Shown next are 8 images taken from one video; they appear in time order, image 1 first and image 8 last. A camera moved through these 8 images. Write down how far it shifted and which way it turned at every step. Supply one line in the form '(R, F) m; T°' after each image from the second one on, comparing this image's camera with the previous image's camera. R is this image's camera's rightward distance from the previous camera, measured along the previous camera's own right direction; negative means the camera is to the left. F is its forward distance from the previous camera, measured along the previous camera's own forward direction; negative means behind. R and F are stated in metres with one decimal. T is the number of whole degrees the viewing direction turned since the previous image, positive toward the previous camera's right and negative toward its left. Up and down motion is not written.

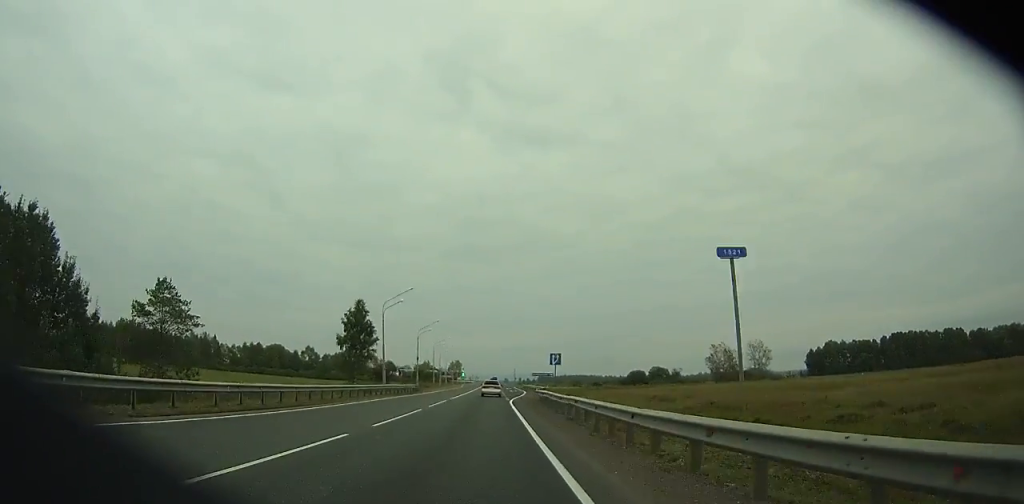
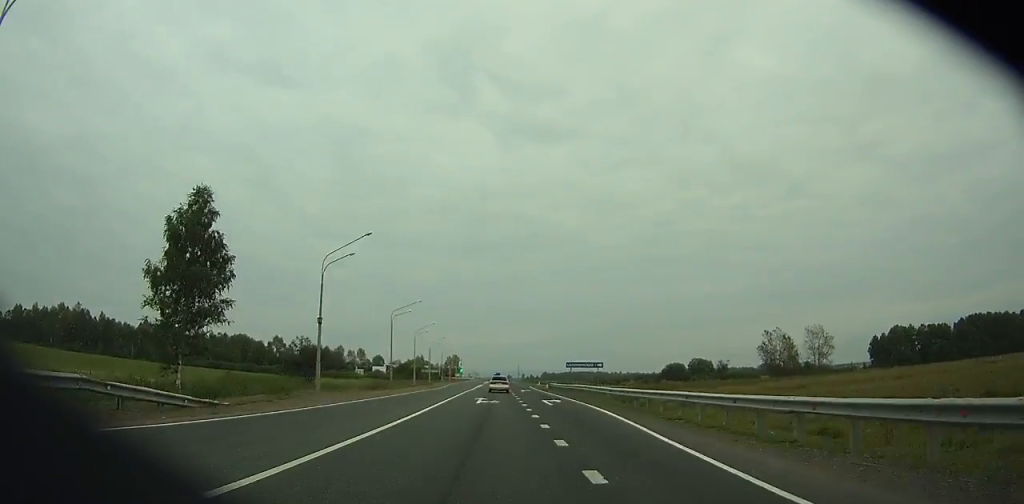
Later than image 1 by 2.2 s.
(-0.1, +53.6) m; 0°
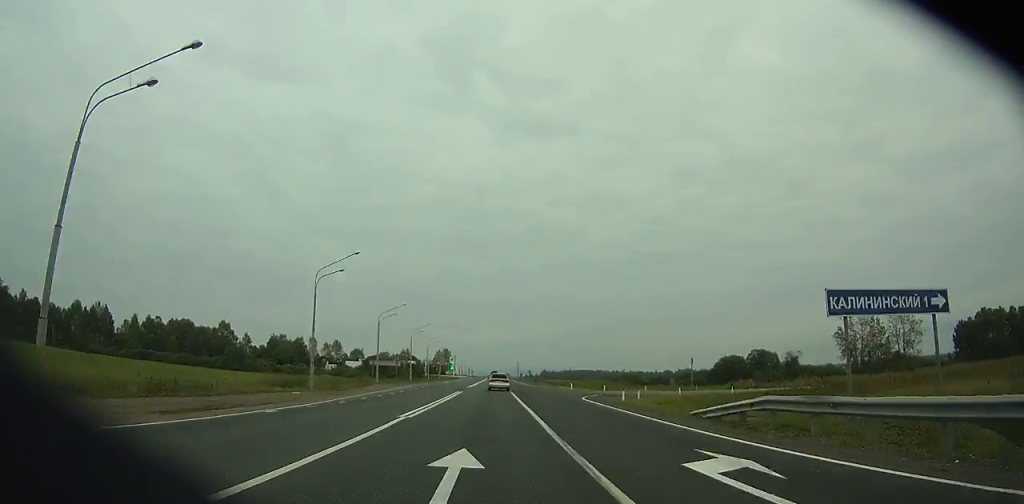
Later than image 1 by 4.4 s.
(-0.1, +54.2) m; 0°
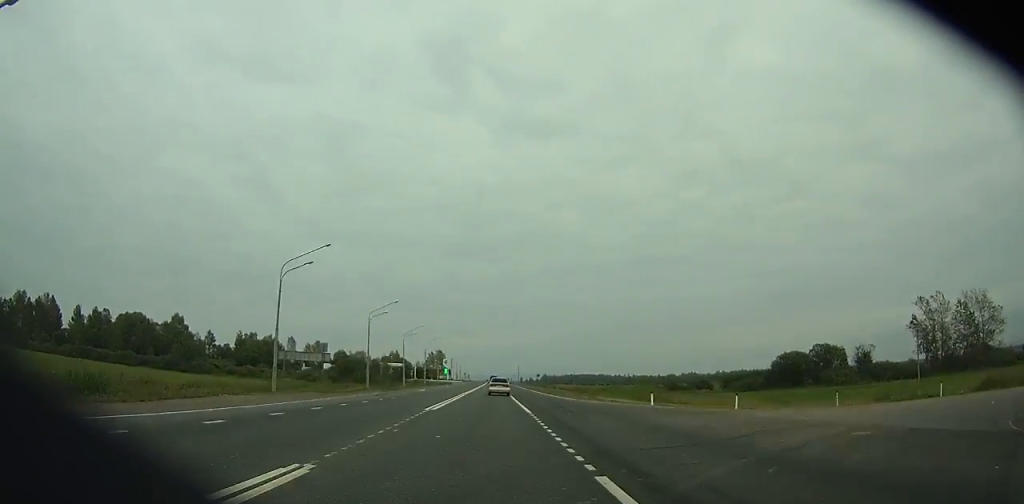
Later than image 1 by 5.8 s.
(+0.1, +35.0) m; 0°
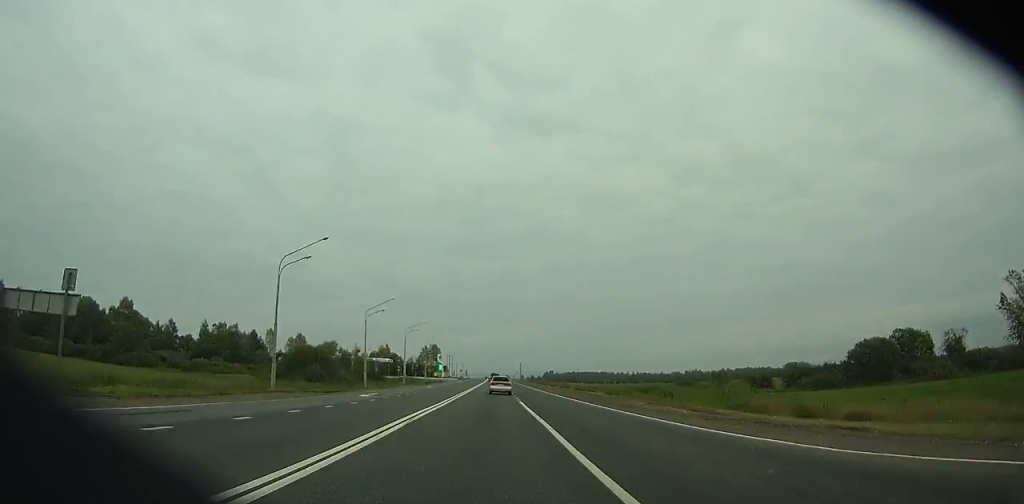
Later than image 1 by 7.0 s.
(0.0, +30.1) m; 0°
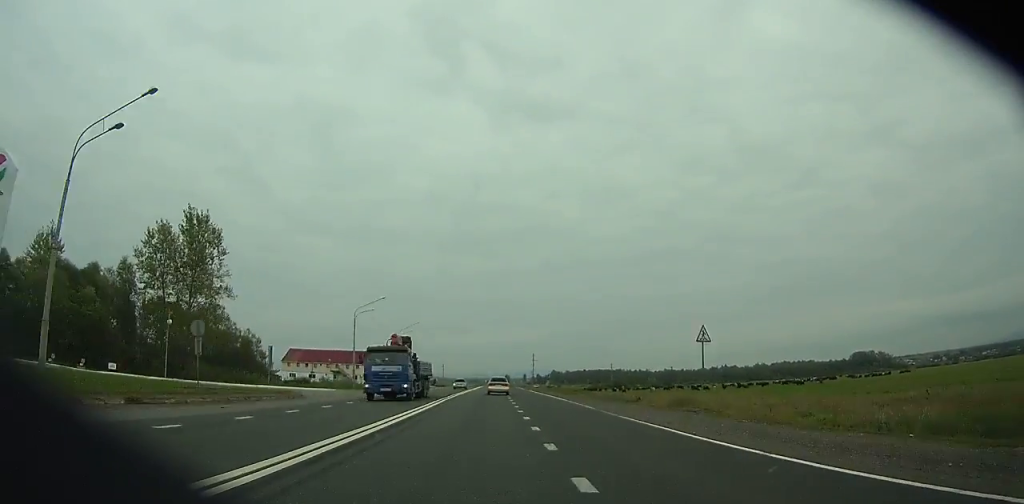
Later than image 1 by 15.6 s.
(+0.8, +217.3) m; 0°
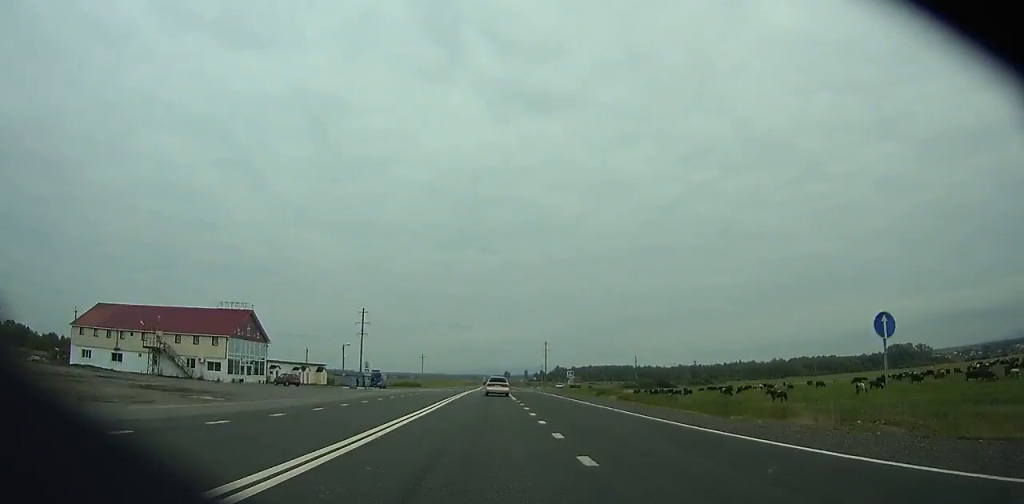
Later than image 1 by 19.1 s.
(-0.2, +87.8) m; 0°
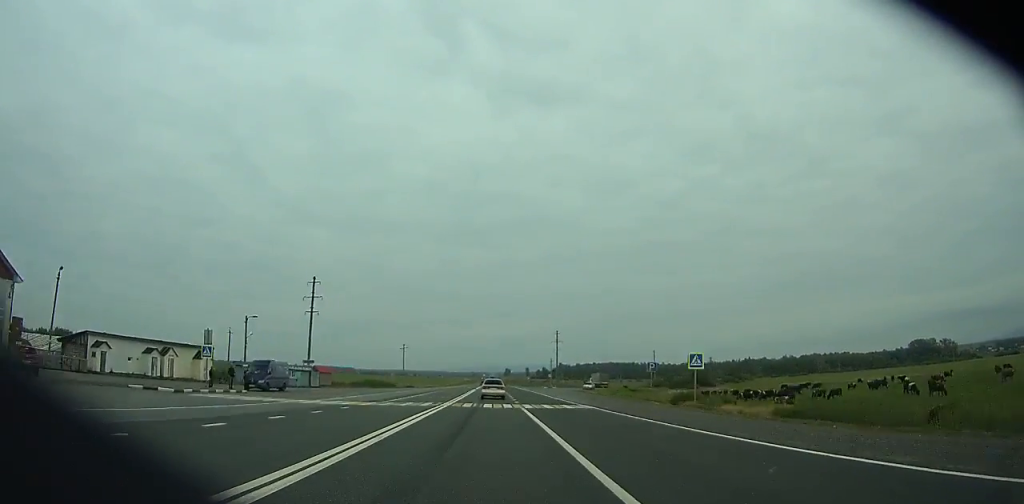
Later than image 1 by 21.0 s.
(+0.1, +47.0) m; 0°
